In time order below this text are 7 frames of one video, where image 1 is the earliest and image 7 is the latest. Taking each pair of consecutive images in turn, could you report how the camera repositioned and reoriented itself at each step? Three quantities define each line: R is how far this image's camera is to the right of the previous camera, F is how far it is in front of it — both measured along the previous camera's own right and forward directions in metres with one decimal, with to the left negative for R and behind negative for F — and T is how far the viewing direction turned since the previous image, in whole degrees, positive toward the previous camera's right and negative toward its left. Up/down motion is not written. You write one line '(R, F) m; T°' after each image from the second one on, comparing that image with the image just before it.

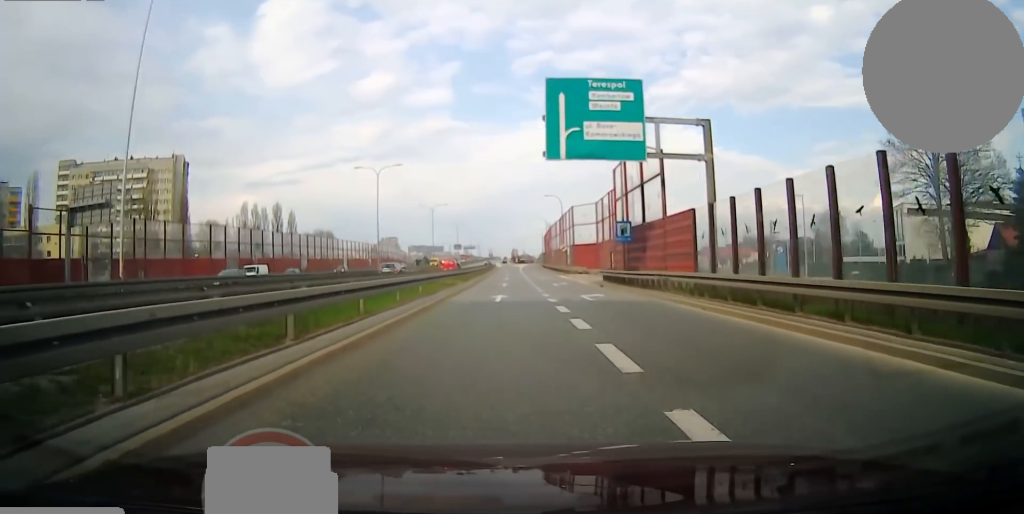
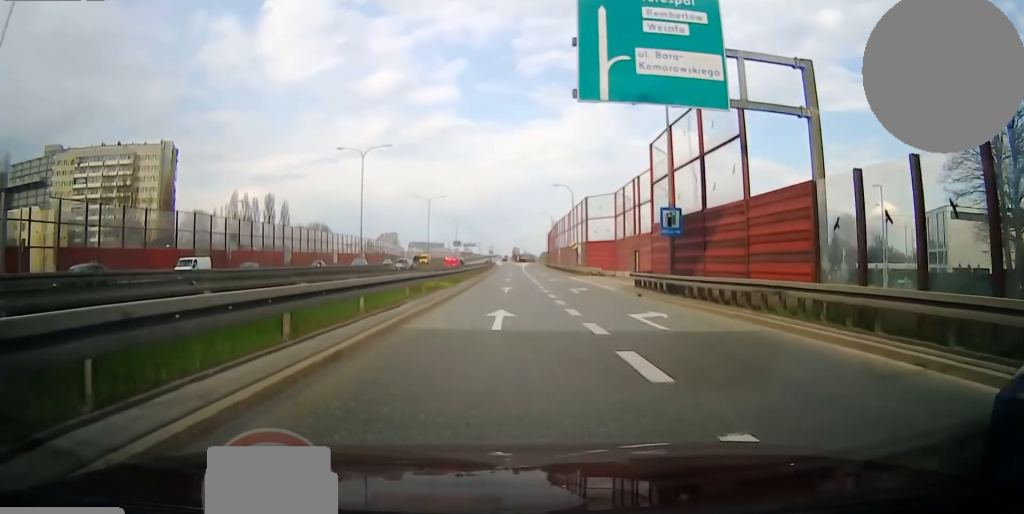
(0.0, +8.6) m; 0°
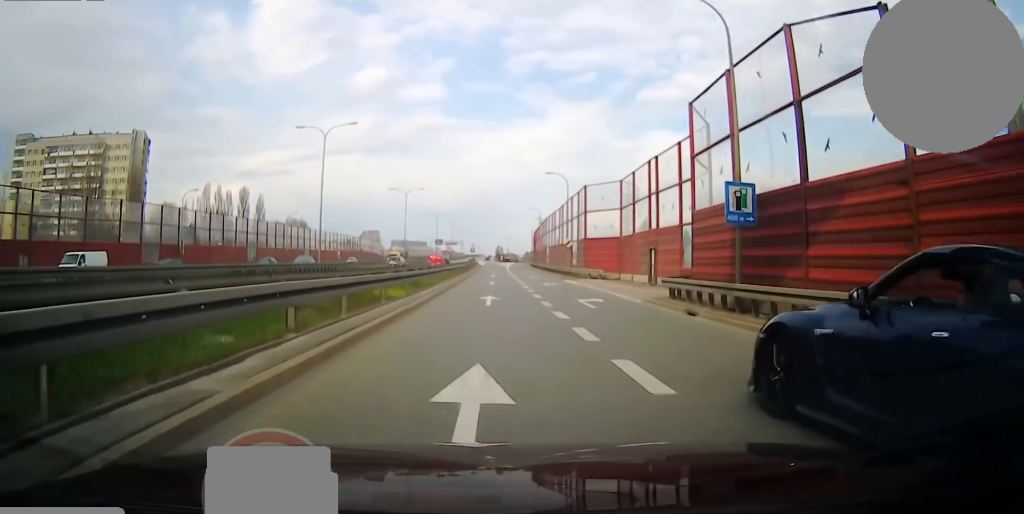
(-0.3, +8.5) m; 0°
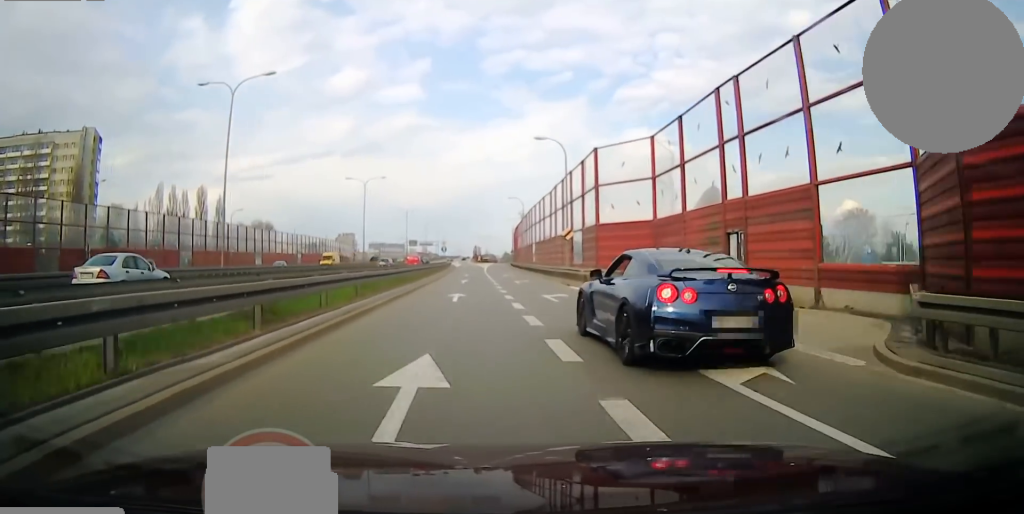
(0.0, +14.7) m; +1°
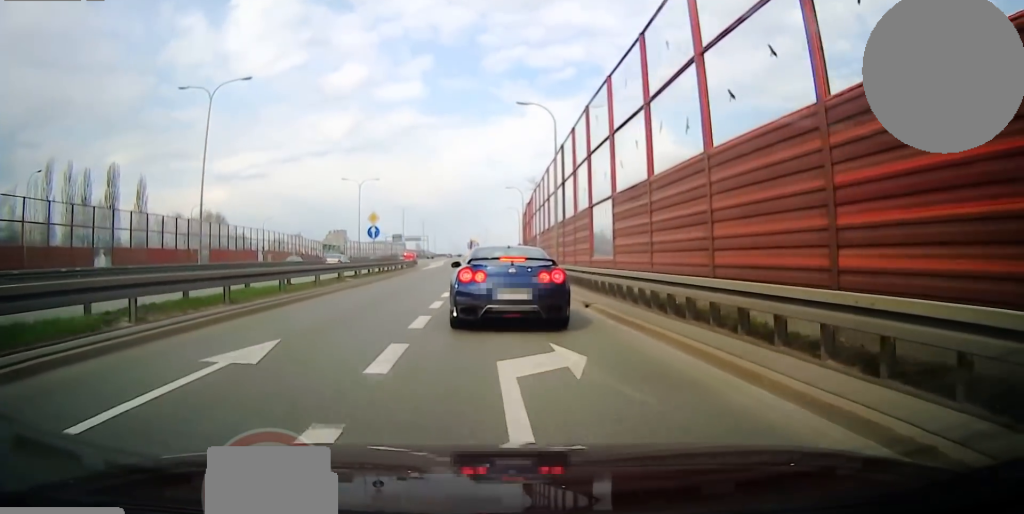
(+0.2, +42.5) m; -1°
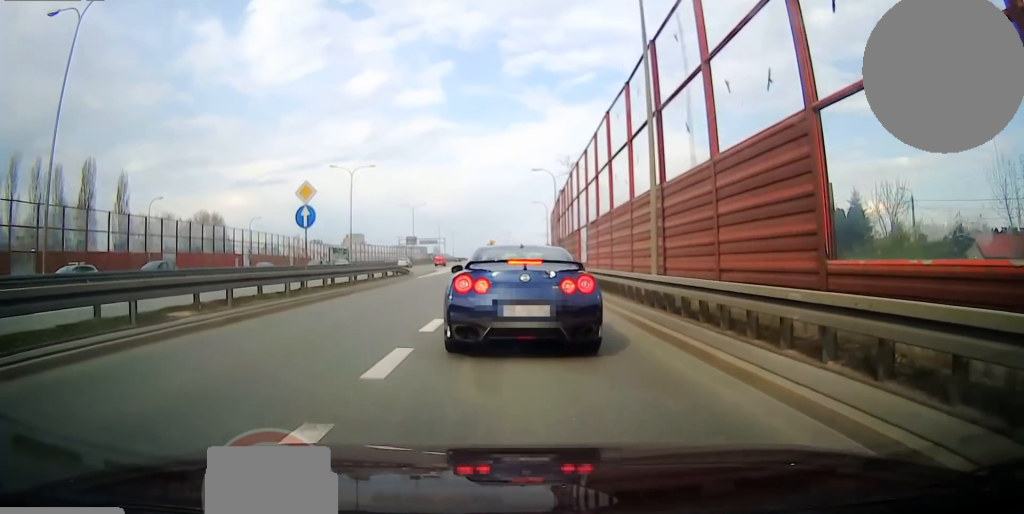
(0.0, +21.9) m; 0°
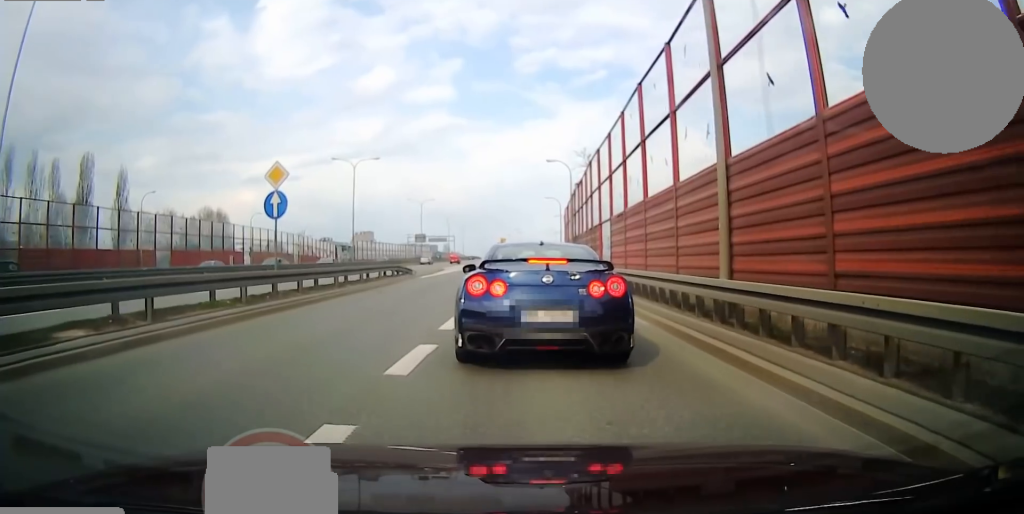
(0.0, +6.4) m; 0°
